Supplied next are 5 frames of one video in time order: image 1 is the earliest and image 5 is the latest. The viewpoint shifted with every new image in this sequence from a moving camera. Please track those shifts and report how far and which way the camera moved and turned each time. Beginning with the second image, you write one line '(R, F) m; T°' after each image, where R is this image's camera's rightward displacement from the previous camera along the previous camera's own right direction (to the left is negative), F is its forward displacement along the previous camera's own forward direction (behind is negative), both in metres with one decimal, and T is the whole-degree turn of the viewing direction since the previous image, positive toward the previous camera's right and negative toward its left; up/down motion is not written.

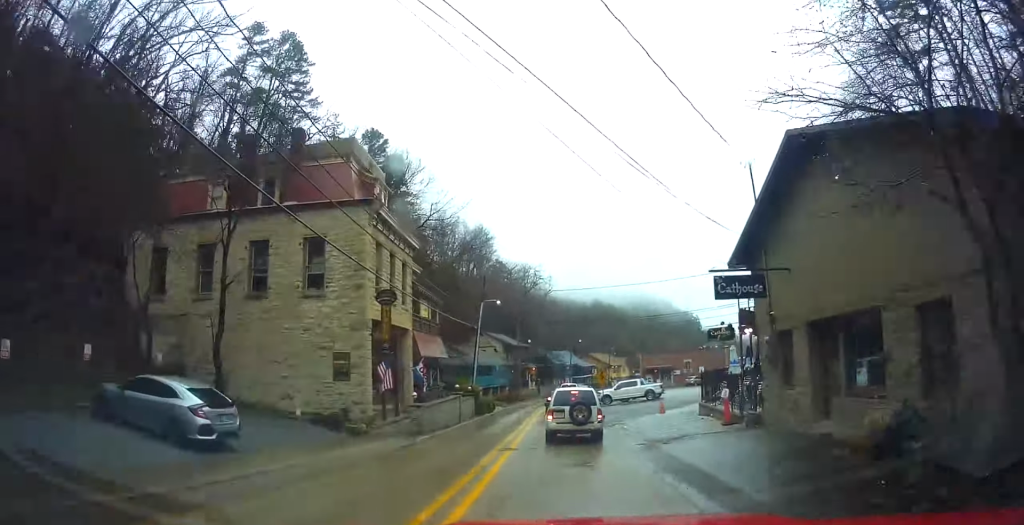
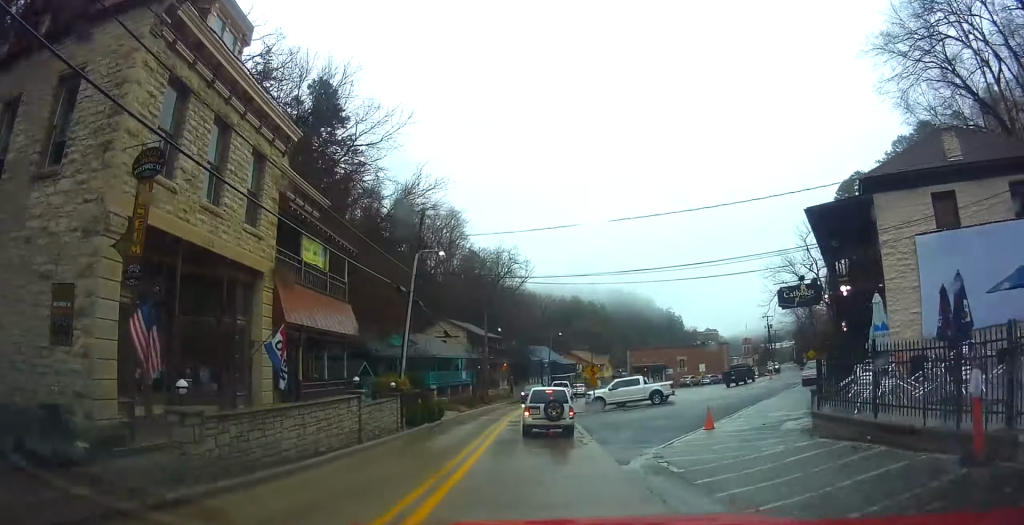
(-0.3, +12.5) m; +1°
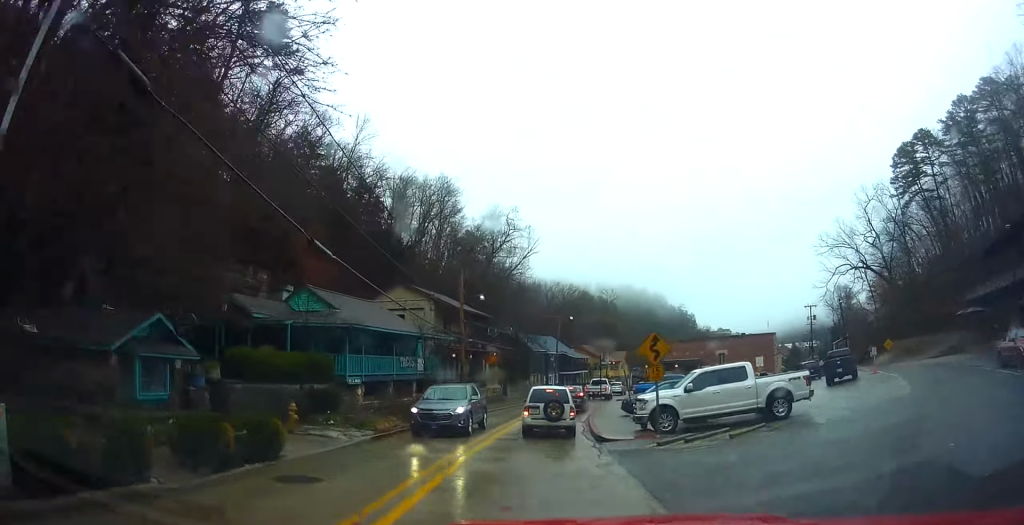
(+0.6, +19.4) m; +1°
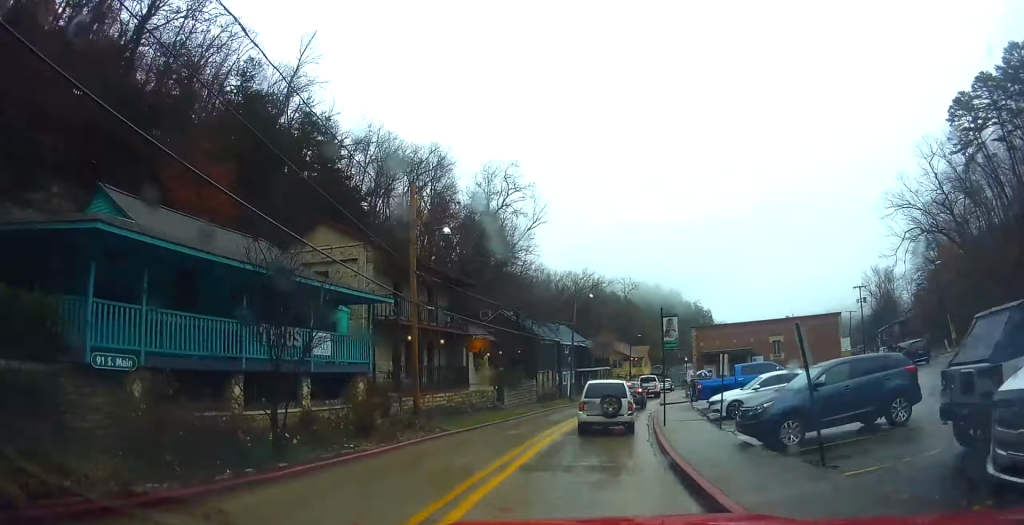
(-0.4, +14.8) m; +1°
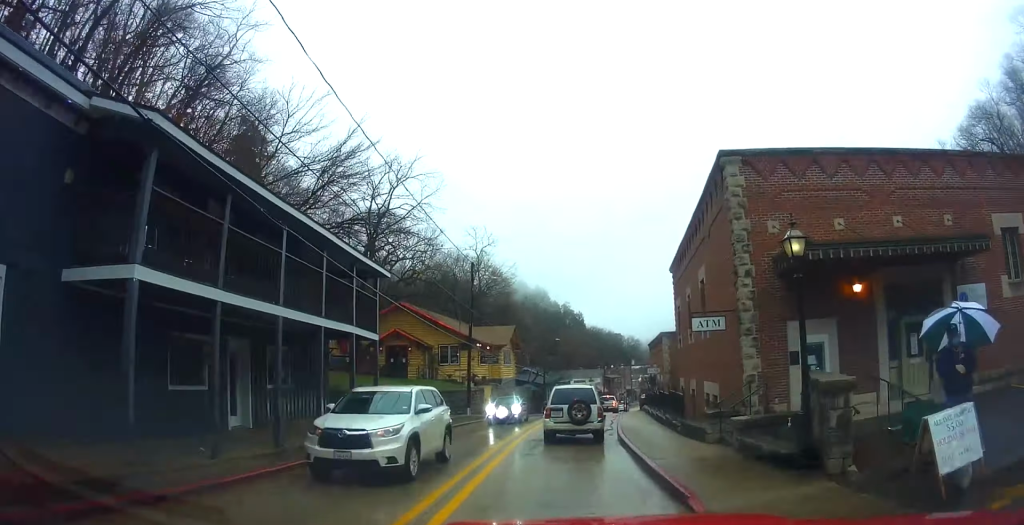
(+7.0, +50.5) m; +12°
